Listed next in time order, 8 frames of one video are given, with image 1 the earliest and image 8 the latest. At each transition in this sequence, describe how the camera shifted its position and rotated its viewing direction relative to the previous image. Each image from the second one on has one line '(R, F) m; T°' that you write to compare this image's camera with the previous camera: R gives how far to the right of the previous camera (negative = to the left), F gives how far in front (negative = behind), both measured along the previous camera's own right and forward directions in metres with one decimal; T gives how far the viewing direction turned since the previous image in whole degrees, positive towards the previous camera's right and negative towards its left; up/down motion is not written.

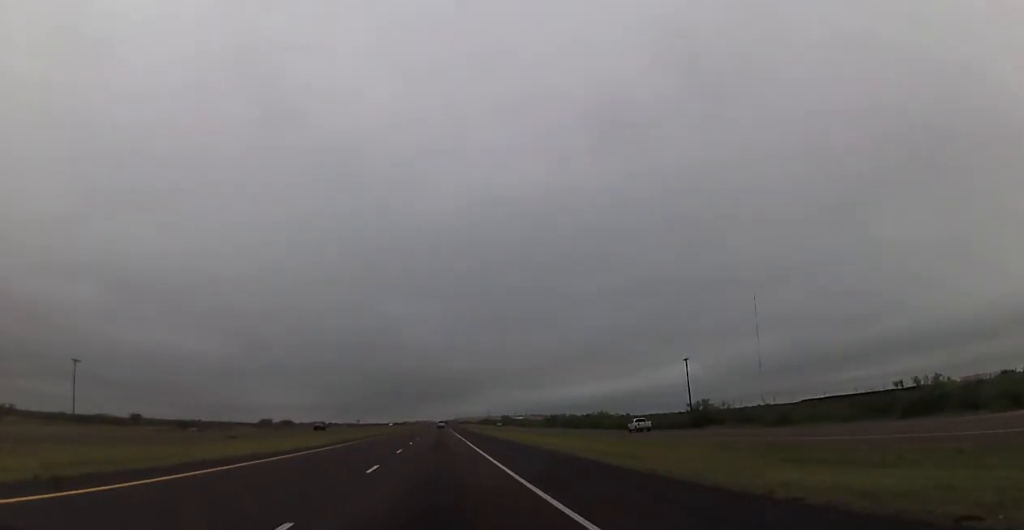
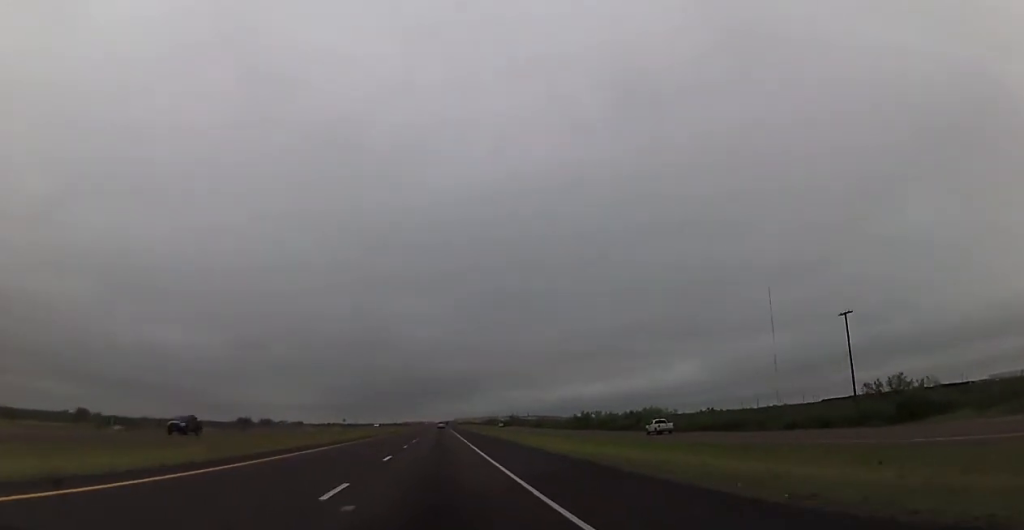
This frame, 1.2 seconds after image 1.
(+0.3, +42.7) m; +1°
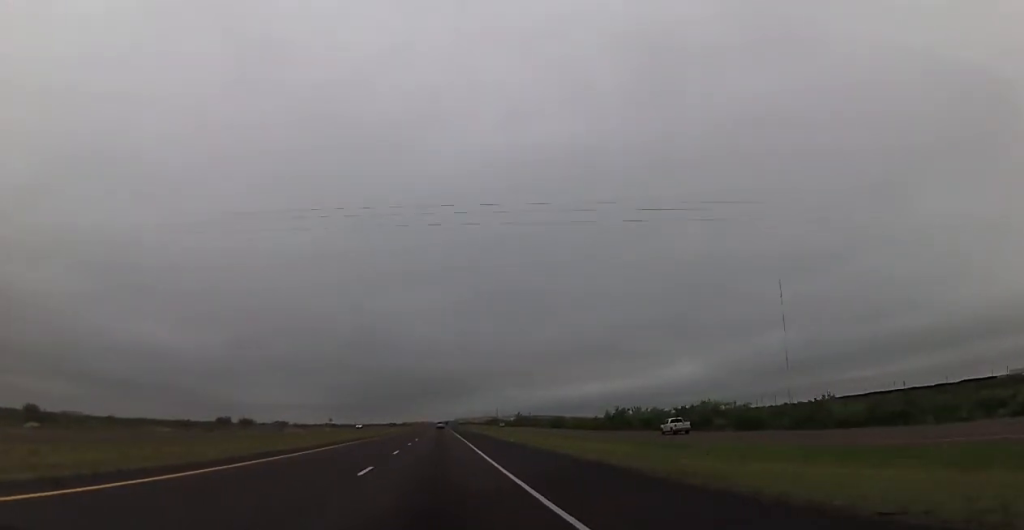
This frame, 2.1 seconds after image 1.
(+0.1, +31.0) m; 0°
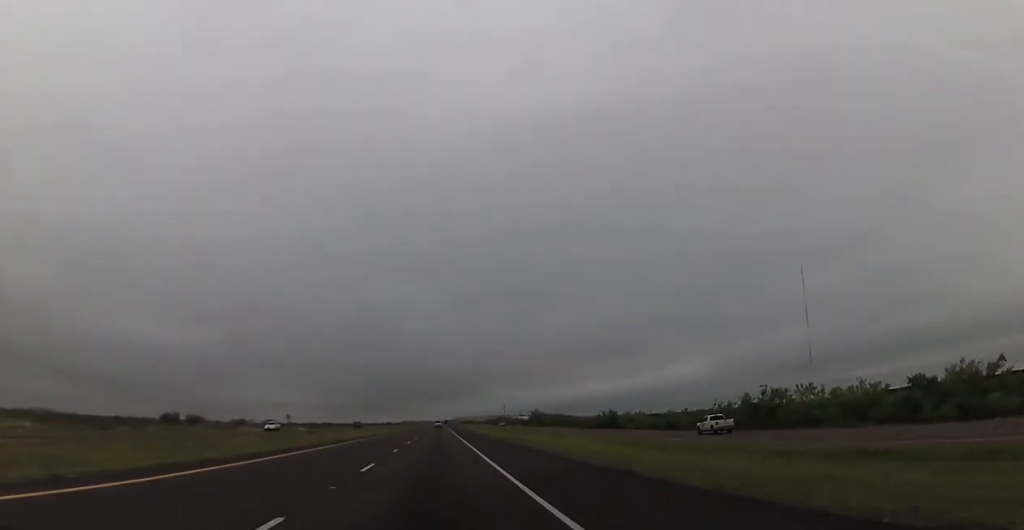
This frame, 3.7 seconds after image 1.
(+0.3, +59.6) m; 0°
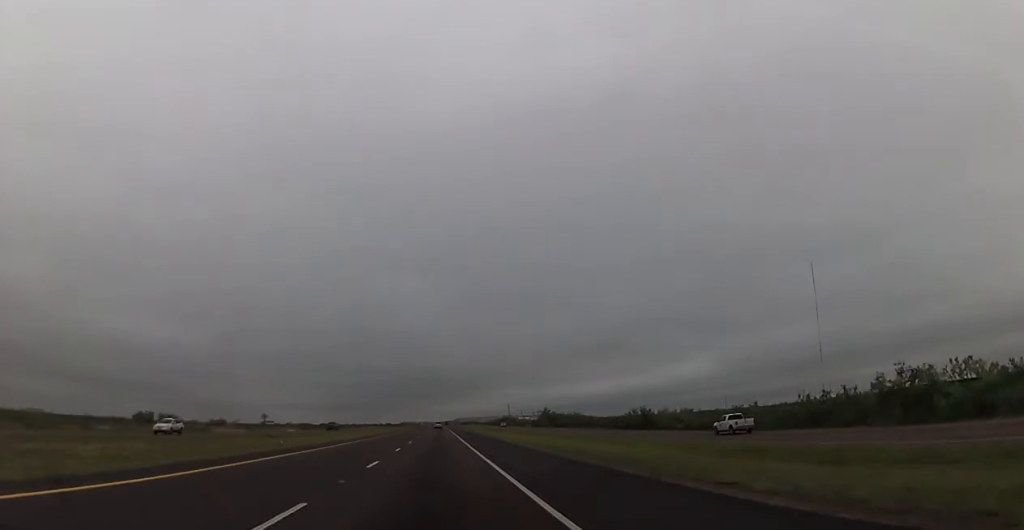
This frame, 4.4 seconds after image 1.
(-0.7, +22.6) m; 0°
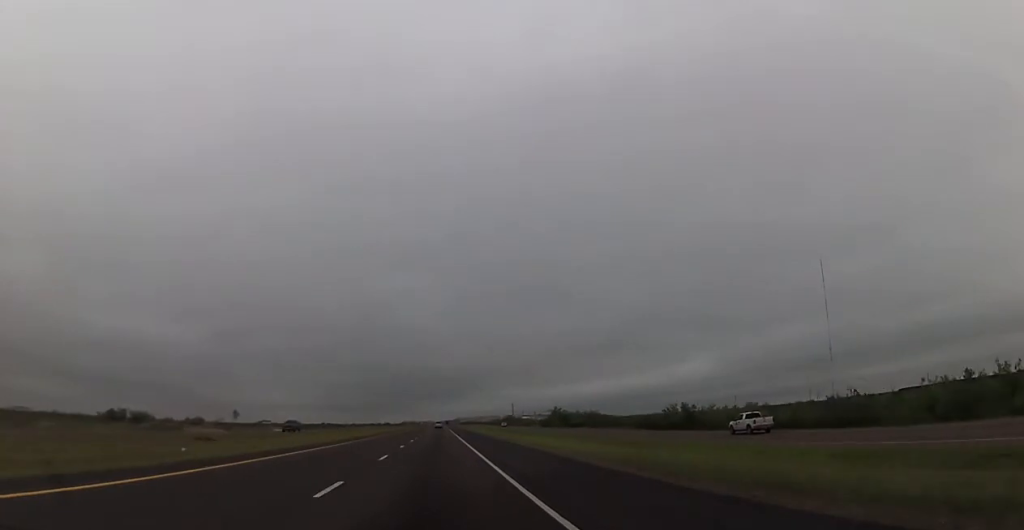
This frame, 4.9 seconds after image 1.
(0.0, +20.2) m; 0°
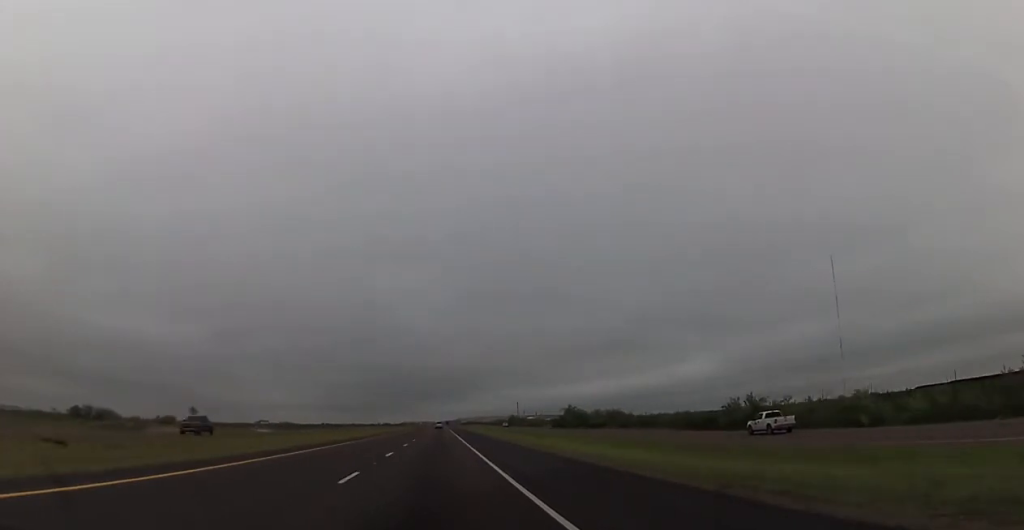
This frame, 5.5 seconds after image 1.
(+0.6, +21.4) m; +1°
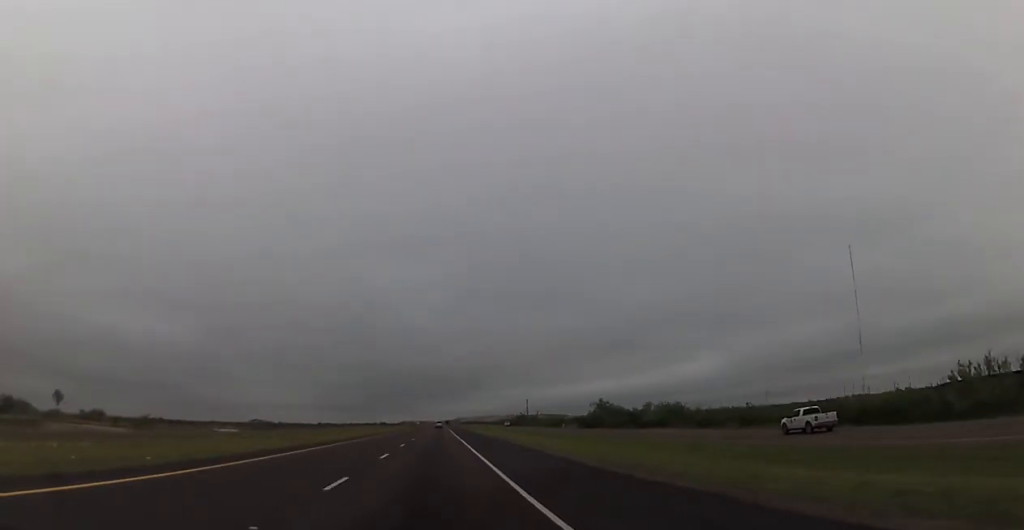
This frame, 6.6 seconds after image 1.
(-0.3, +38.2) m; -1°
